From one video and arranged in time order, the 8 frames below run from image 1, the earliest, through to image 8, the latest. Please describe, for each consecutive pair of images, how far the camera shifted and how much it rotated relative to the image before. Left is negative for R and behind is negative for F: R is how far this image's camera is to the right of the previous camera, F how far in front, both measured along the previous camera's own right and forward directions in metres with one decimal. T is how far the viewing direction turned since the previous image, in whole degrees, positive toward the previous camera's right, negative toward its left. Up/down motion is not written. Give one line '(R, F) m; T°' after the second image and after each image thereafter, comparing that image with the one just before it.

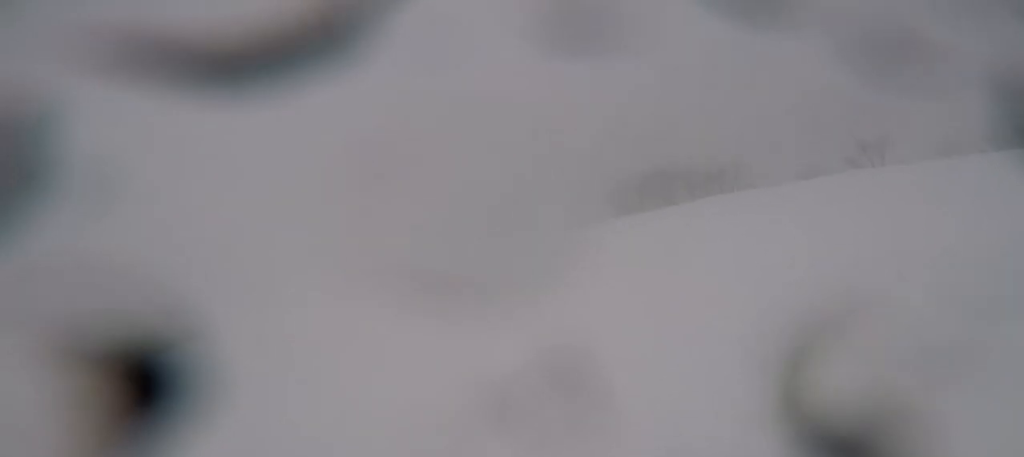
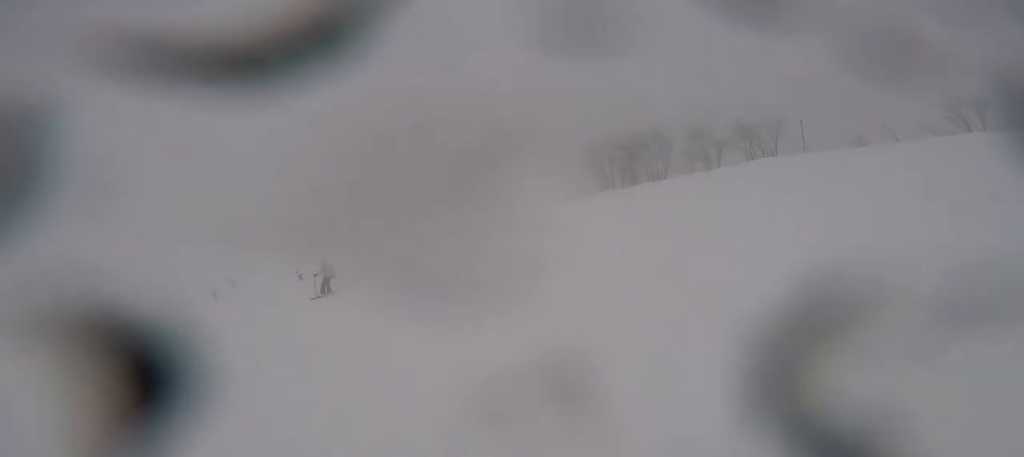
(+1.8, +10.1) m; -2°
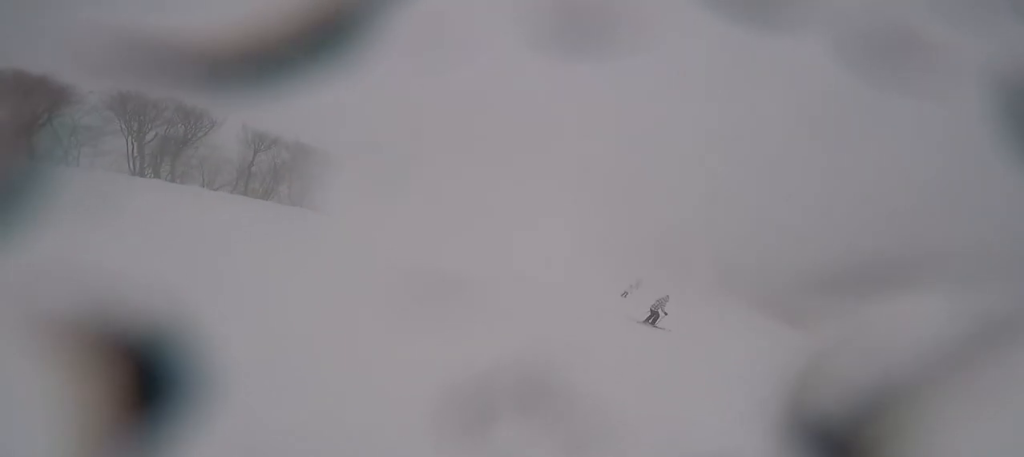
(-5.1, +12.5) m; -45°
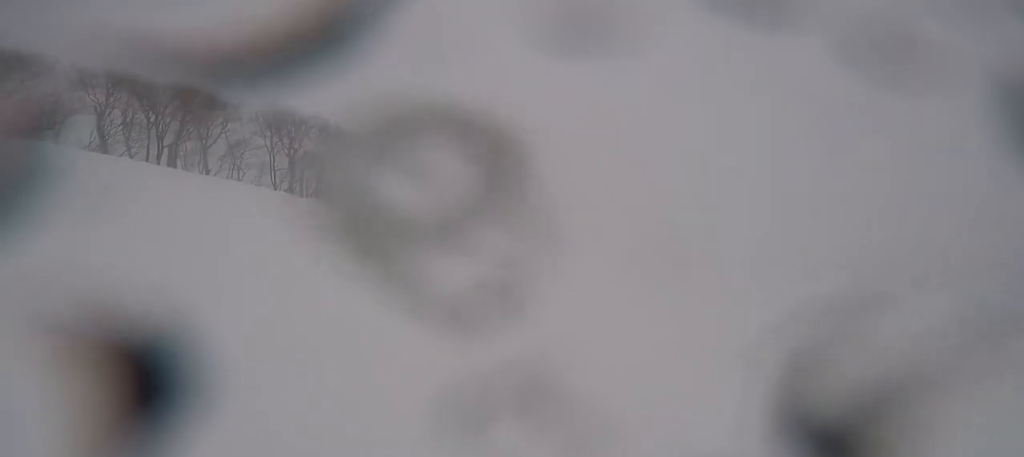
(-0.6, +2.7) m; -7°
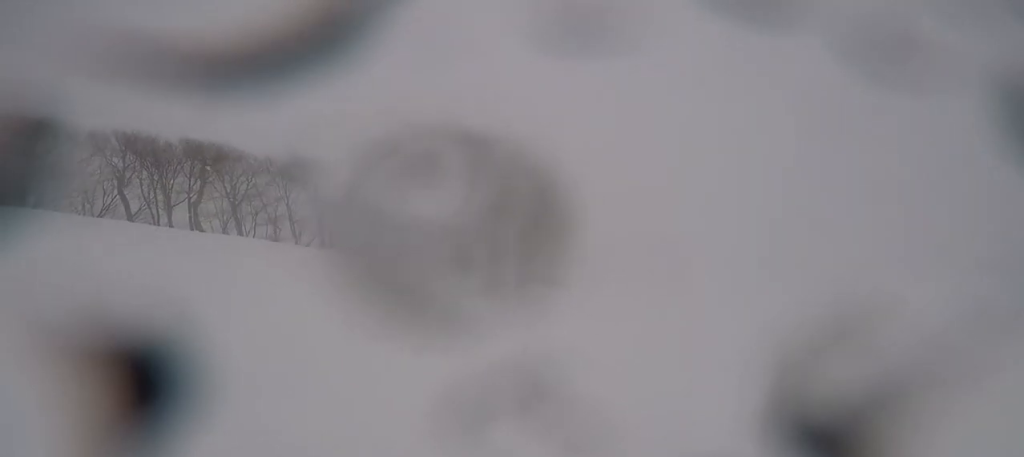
(-0.2, +2.9) m; -2°
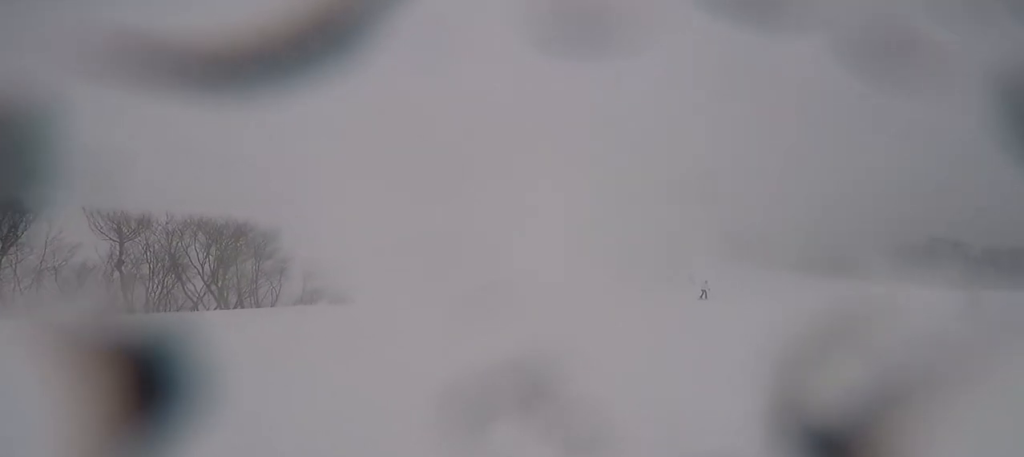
(-0.1, +2.6) m; +8°
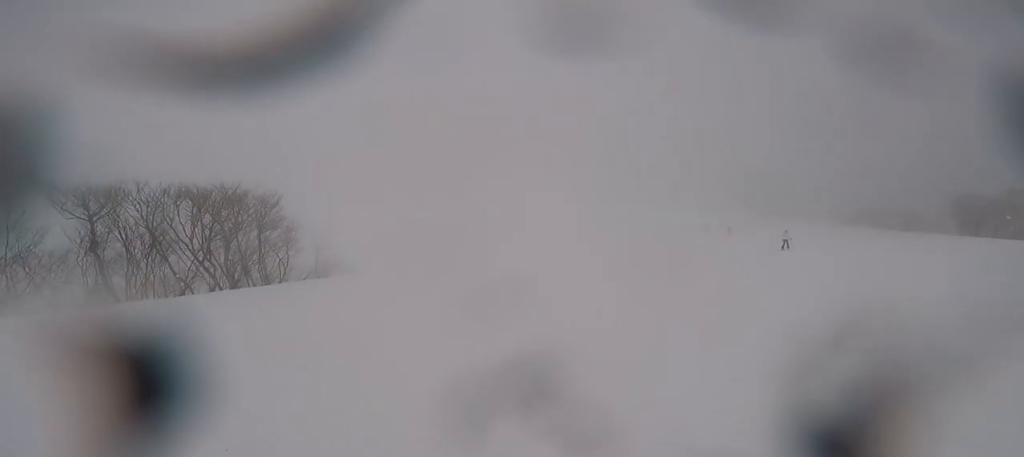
(+0.3, +3.4) m; +11°
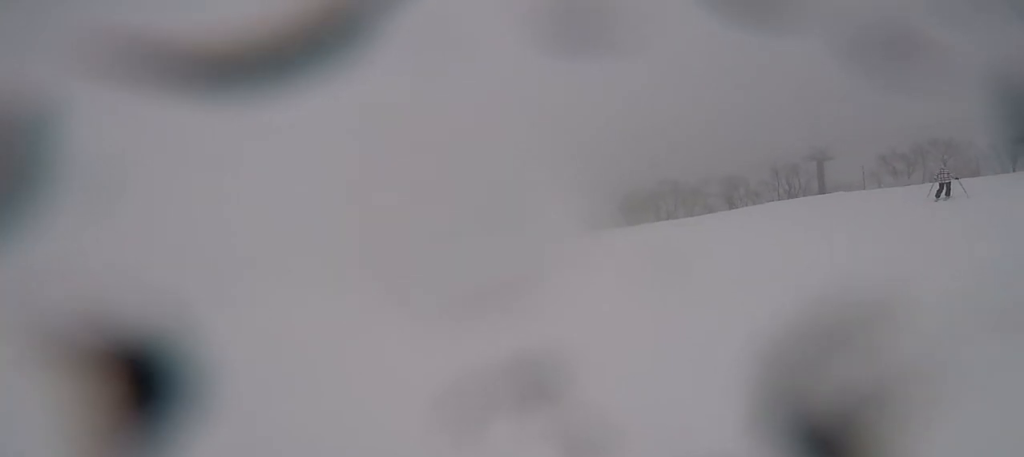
(+1.0, +5.5) m; +22°
